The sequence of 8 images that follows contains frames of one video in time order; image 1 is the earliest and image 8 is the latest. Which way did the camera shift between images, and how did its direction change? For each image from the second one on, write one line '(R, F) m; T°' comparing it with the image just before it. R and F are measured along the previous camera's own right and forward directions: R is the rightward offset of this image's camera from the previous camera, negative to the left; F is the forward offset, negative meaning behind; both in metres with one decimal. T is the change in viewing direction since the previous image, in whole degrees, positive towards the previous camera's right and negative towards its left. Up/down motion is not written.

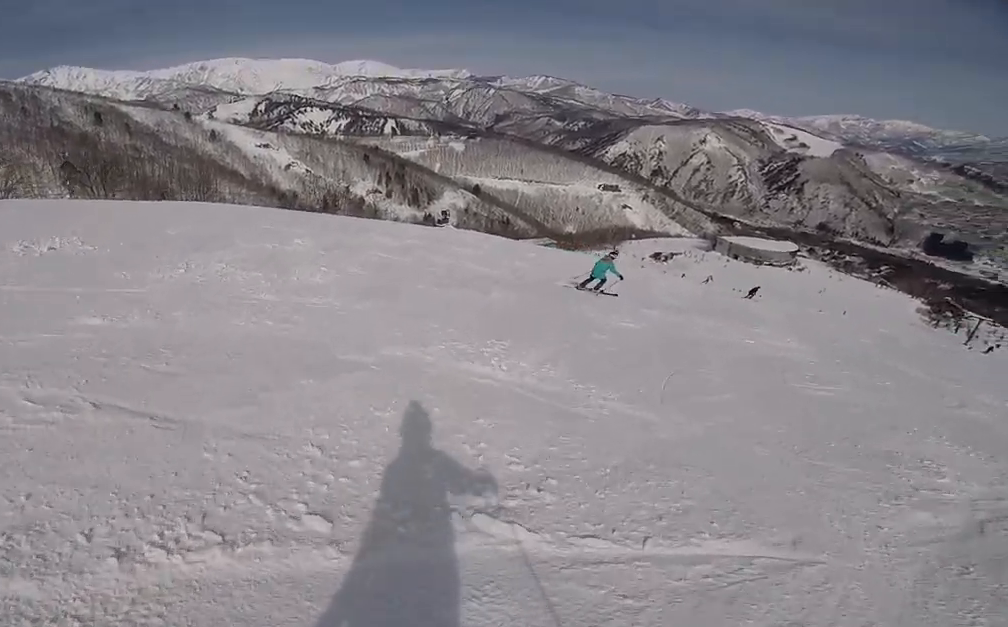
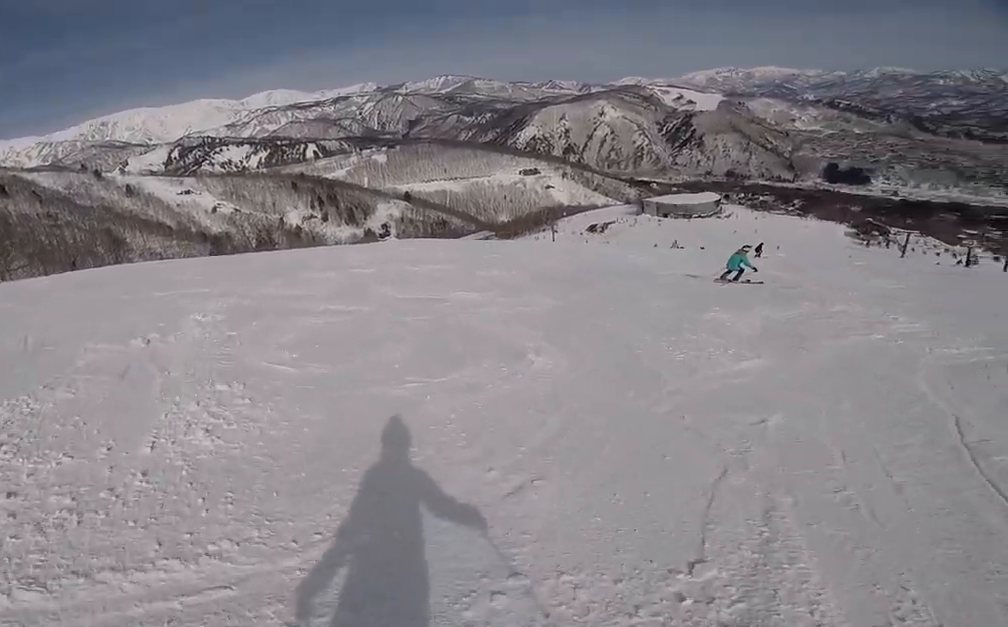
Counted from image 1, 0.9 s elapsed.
(-0.7, +4.0) m; +9°
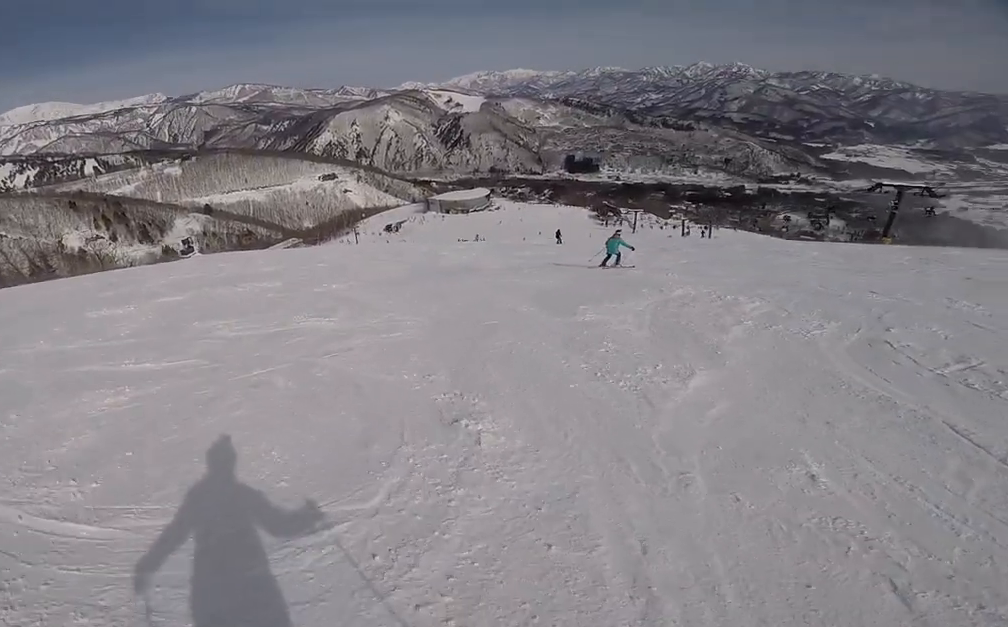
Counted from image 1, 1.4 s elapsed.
(+0.6, +2.4) m; +14°
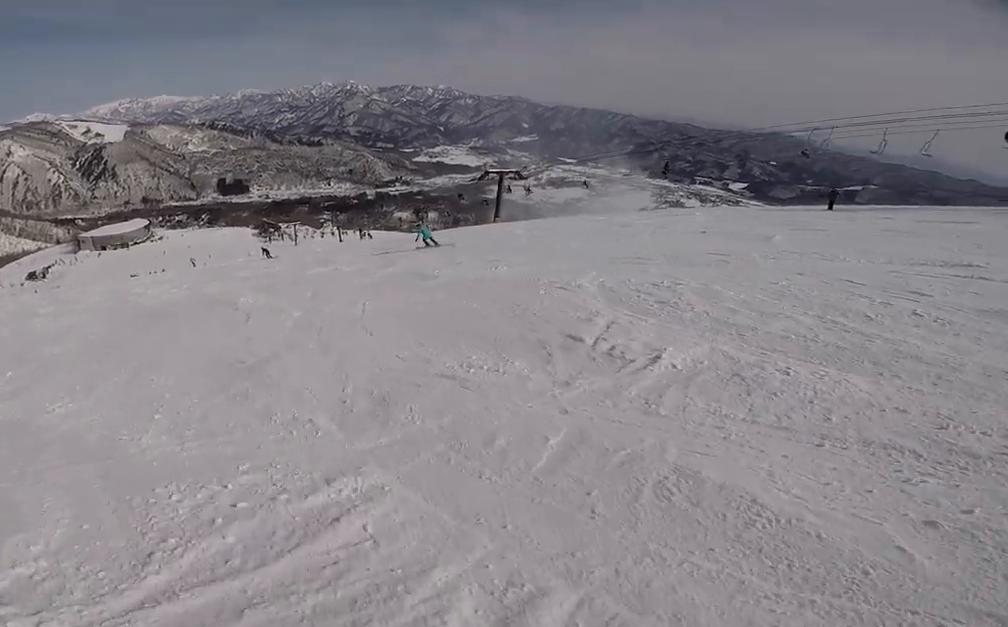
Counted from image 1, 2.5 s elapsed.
(+1.1, +5.4) m; +38°
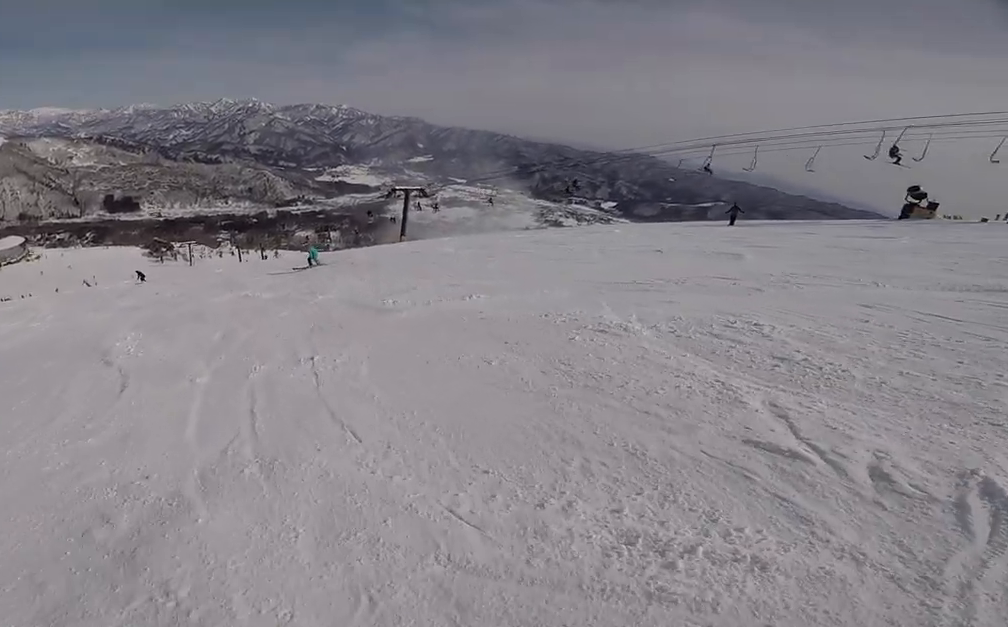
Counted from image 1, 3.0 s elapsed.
(+0.7, +2.2) m; +14°
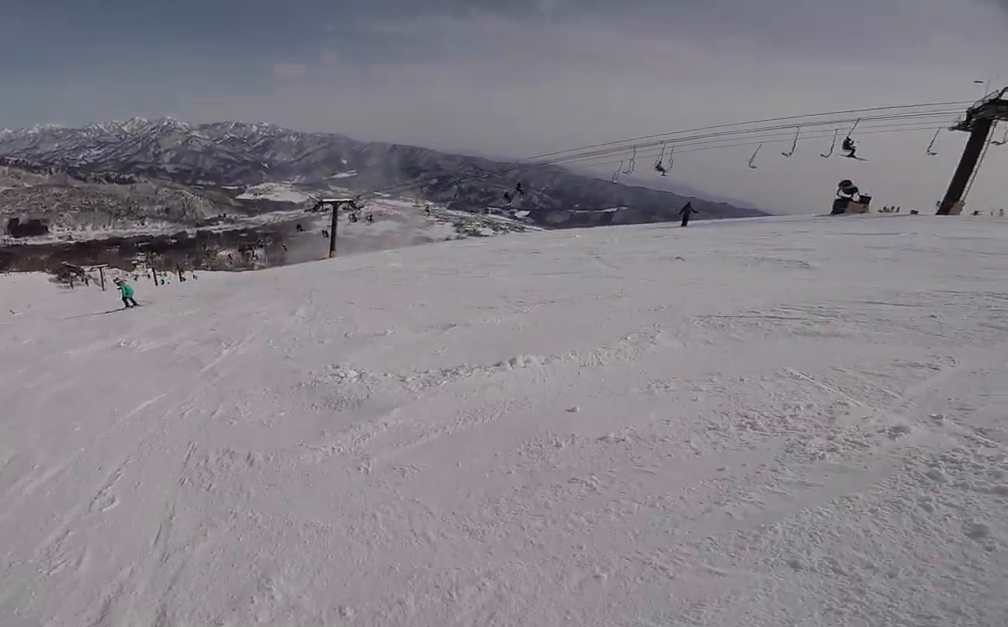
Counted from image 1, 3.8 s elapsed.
(+1.1, +3.7) m; +16°
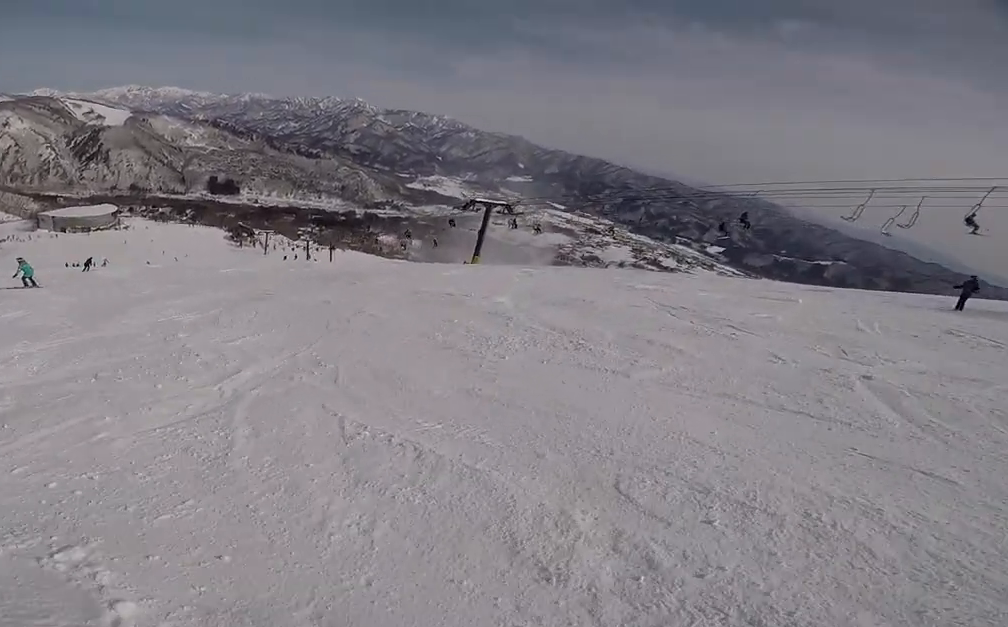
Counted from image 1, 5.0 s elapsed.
(-0.2, +6.0) m; -15°
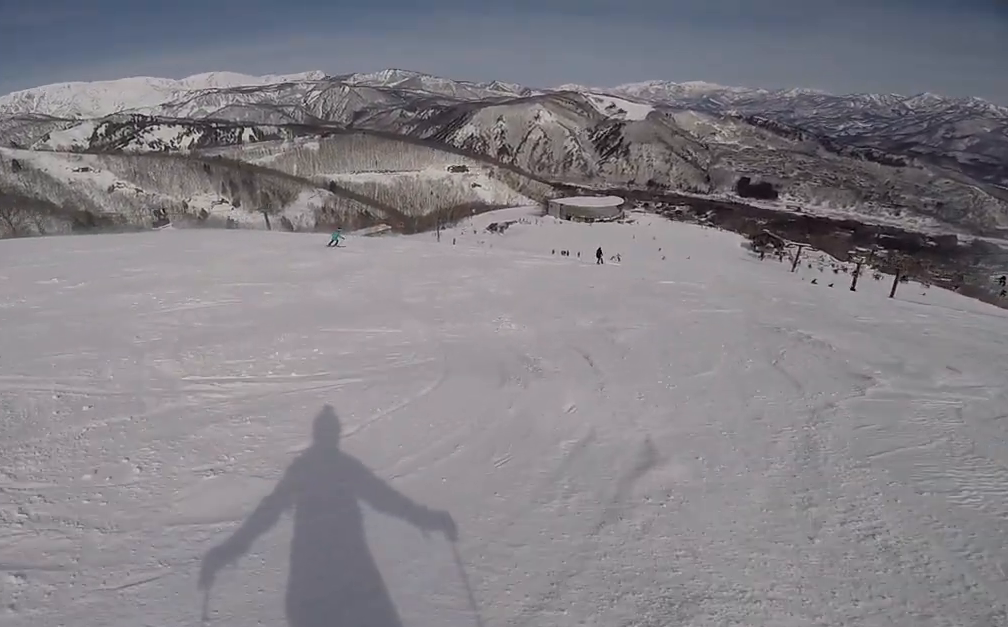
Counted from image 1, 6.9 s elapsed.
(-4.7, +6.6) m; -64°
